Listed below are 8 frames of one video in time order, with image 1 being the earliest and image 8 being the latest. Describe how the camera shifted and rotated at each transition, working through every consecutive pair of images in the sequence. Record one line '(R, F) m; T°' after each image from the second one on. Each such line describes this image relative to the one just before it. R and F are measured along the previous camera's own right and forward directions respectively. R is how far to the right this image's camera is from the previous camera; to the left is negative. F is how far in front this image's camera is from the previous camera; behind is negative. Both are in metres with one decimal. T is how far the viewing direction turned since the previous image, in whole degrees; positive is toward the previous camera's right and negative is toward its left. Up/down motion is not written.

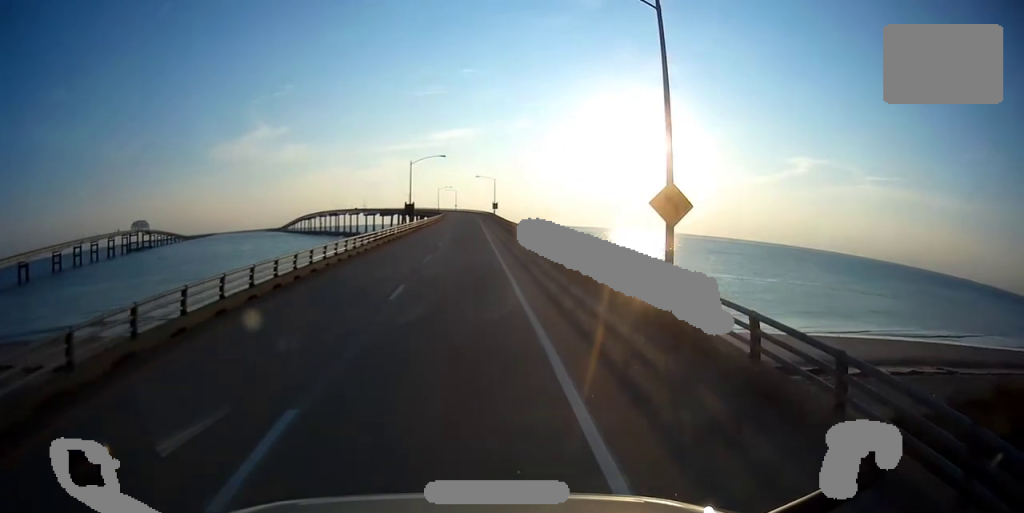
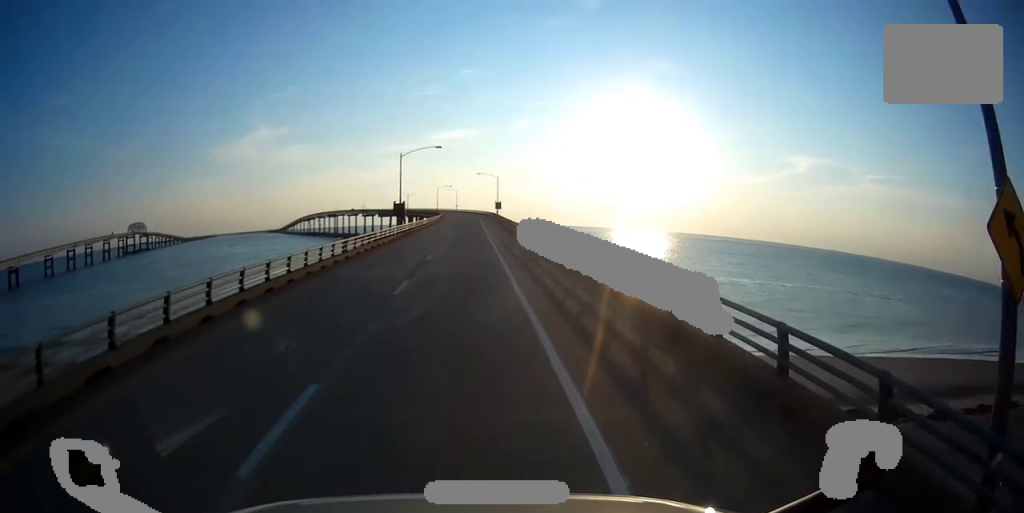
(-0.5, +11.4) m; 0°
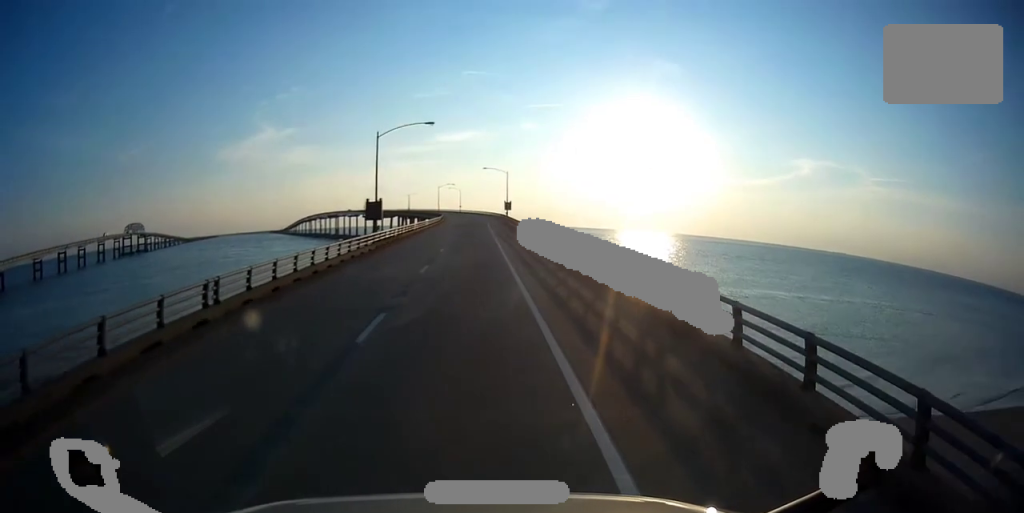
(+0.6, +18.6) m; +1°
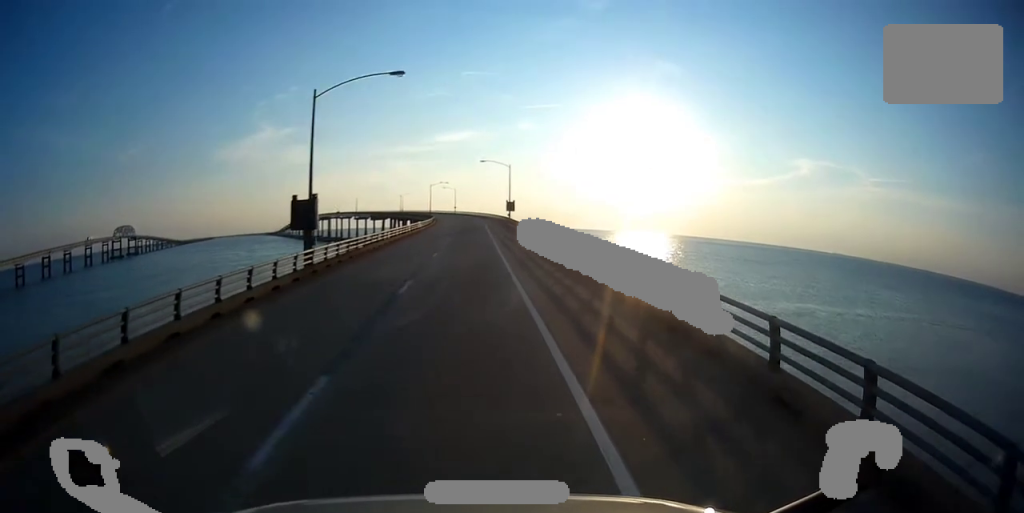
(+0.2, +17.5) m; 0°
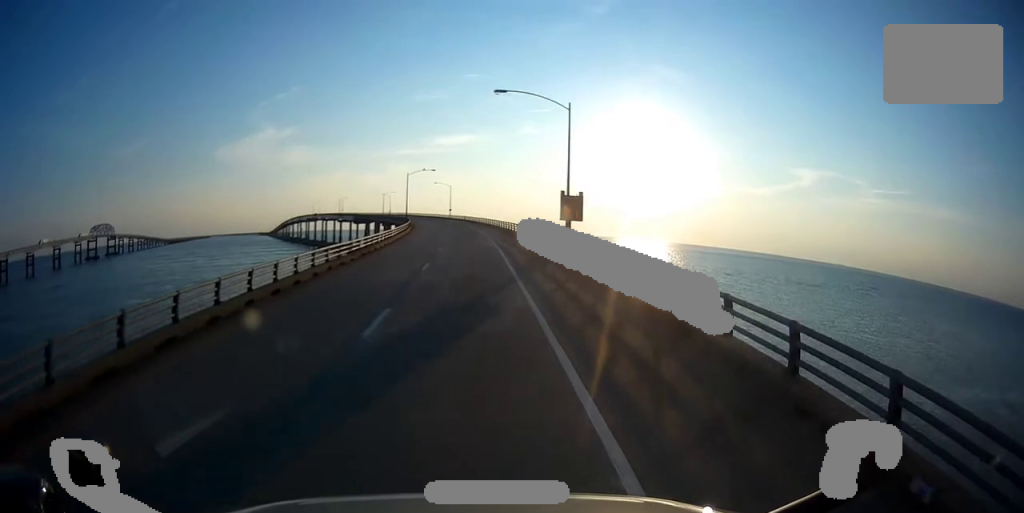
(-0.8, +54.3) m; -1°
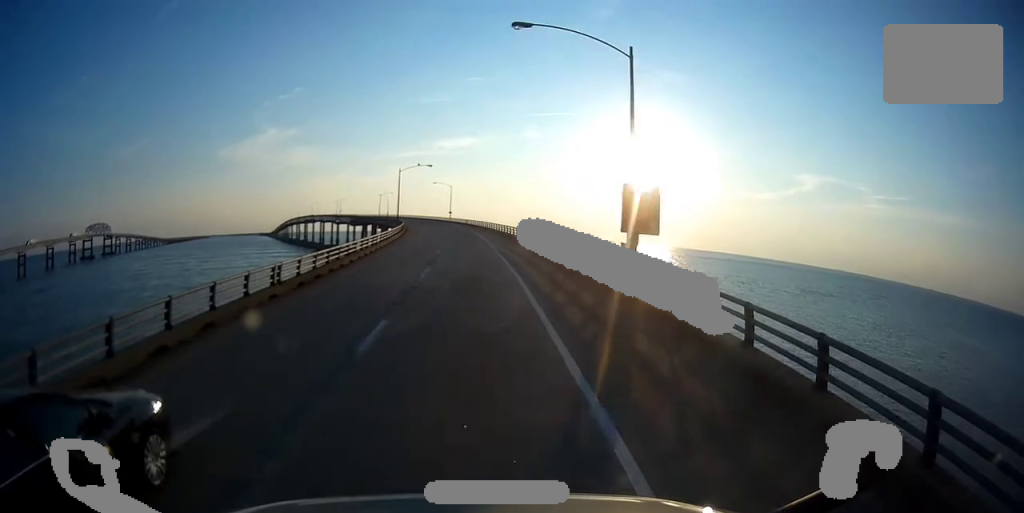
(+0.1, +13.2) m; -1°
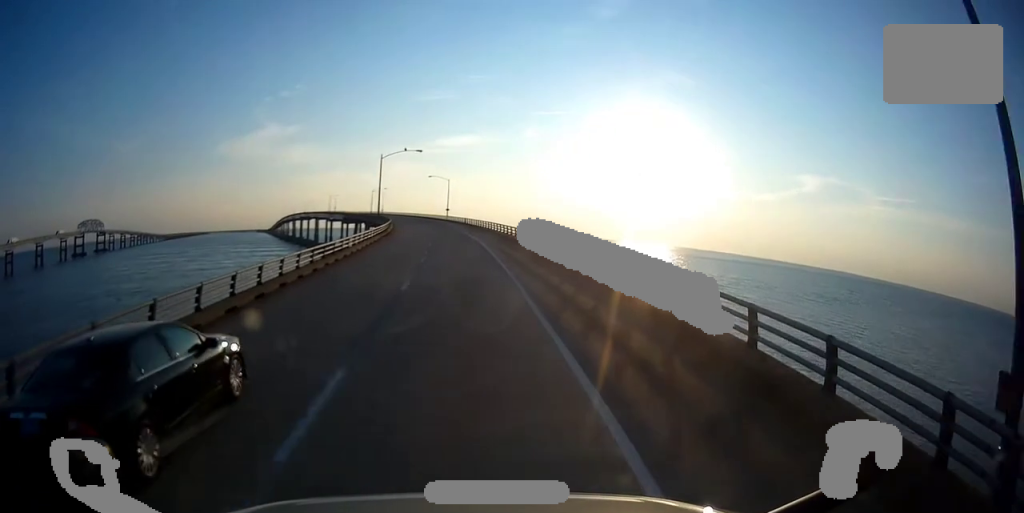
(-0.4, +17.2) m; -1°
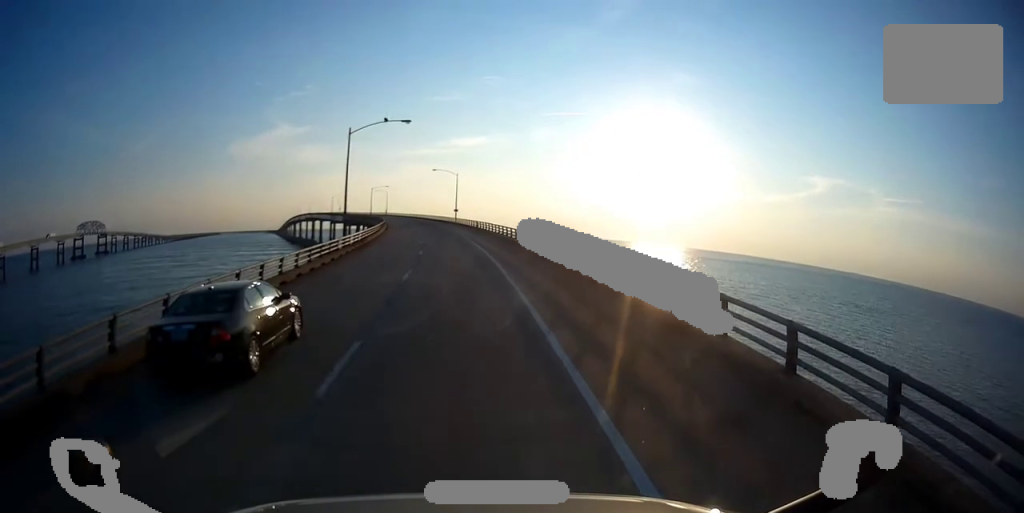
(-0.2, +22.2) m; 0°
